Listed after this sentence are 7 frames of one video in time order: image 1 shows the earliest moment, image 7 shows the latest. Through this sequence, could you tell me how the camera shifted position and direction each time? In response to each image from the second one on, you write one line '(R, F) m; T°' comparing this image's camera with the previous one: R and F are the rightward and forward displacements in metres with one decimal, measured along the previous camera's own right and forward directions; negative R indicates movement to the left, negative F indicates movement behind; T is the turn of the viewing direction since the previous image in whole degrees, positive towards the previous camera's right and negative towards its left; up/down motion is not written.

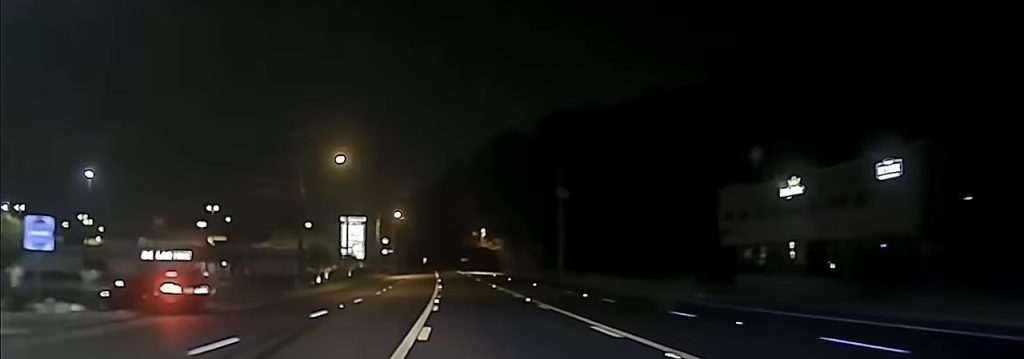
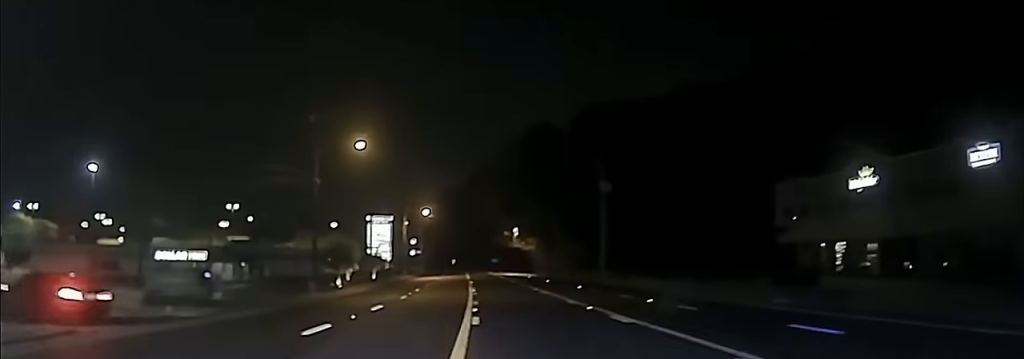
(-0.1, +6.7) m; -6°
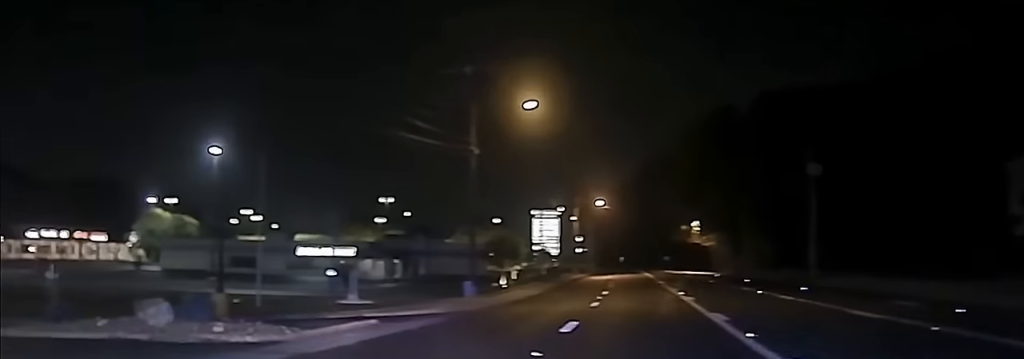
(-1.7, +10.6) m; -31°
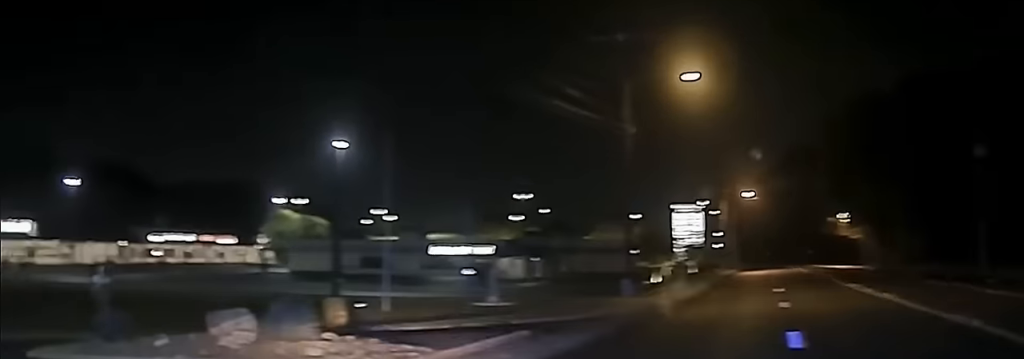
(-0.9, +4.4) m; -21°
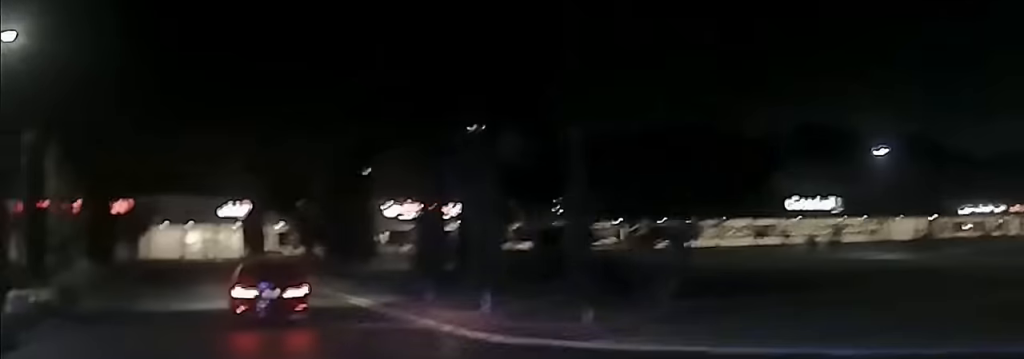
(-3.5, +11.4) m; -21°
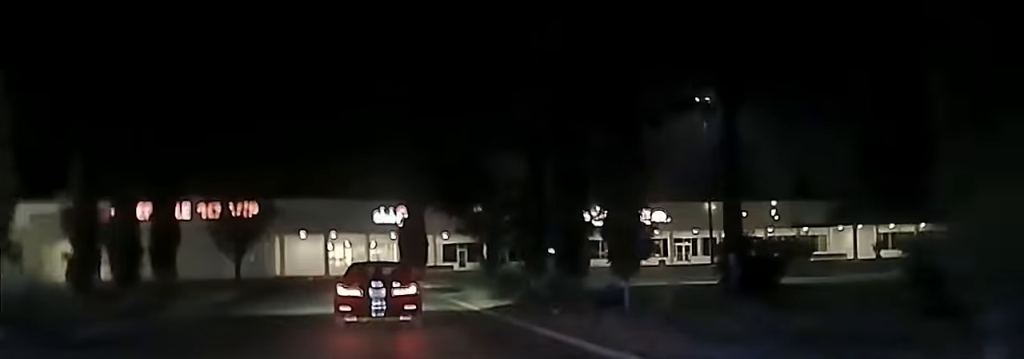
(-1.1, +19.3) m; -7°
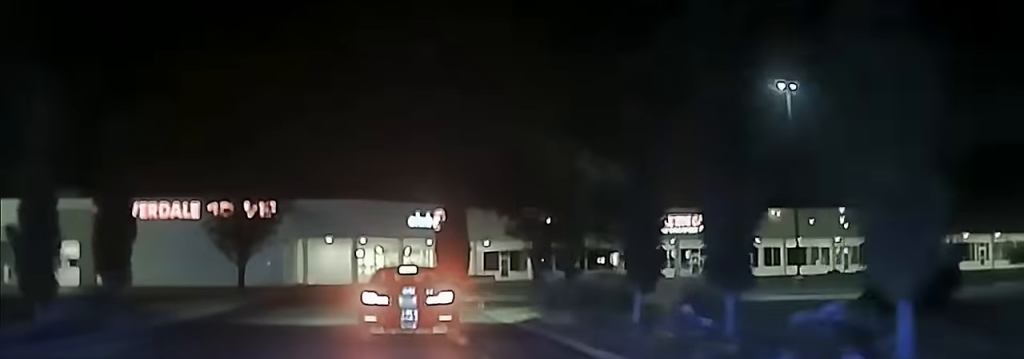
(-0.2, +7.7) m; -1°
